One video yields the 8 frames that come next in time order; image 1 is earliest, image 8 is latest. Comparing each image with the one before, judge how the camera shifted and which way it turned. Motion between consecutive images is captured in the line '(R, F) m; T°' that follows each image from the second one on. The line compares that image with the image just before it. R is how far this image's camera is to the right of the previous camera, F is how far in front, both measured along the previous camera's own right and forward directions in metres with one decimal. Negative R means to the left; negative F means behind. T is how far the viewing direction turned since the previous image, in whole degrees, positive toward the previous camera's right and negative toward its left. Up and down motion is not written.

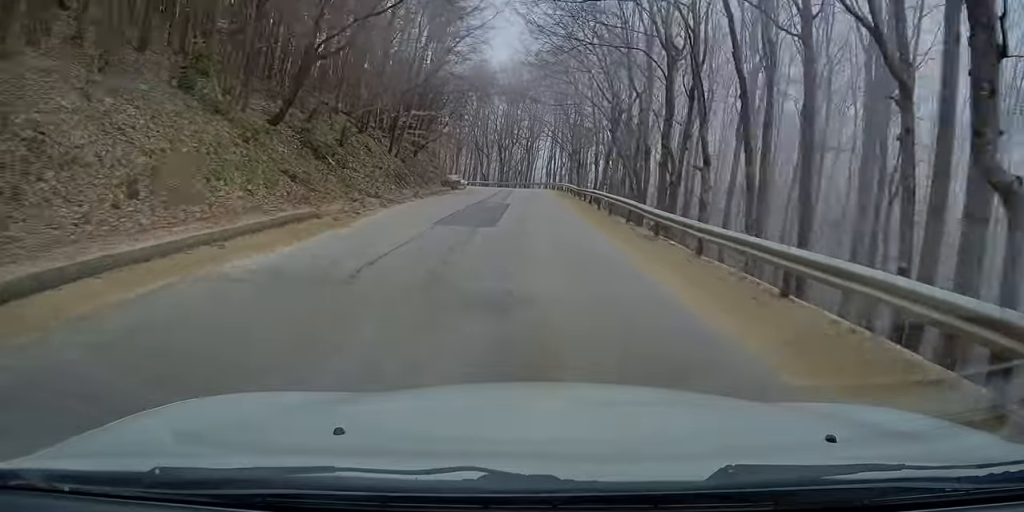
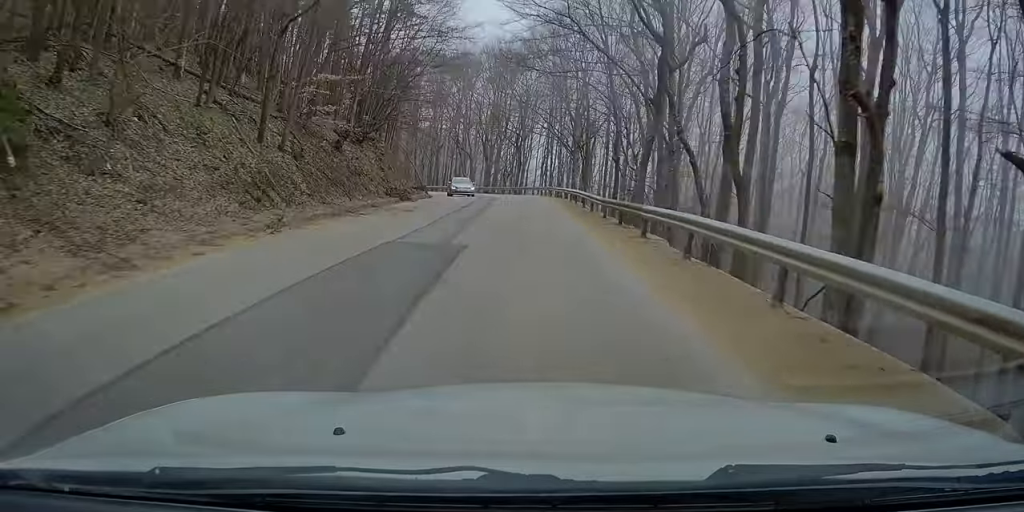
(+0.5, +15.3) m; +3°
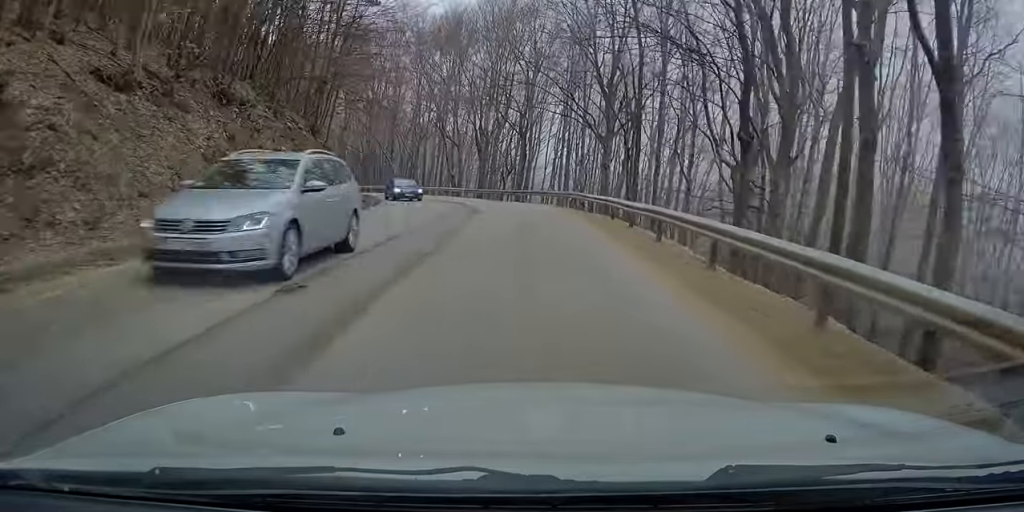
(+0.2, +19.2) m; +2°
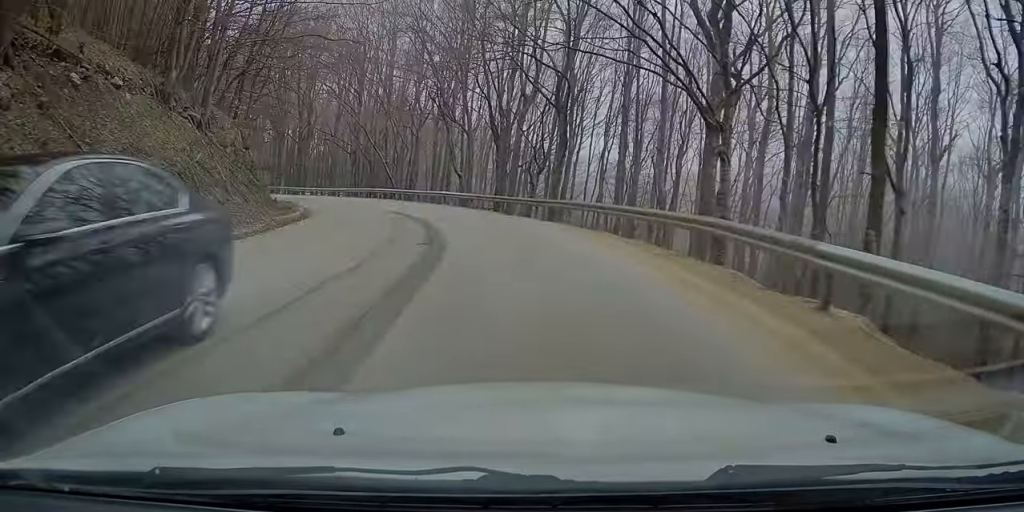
(+0.6, +17.7) m; +1°
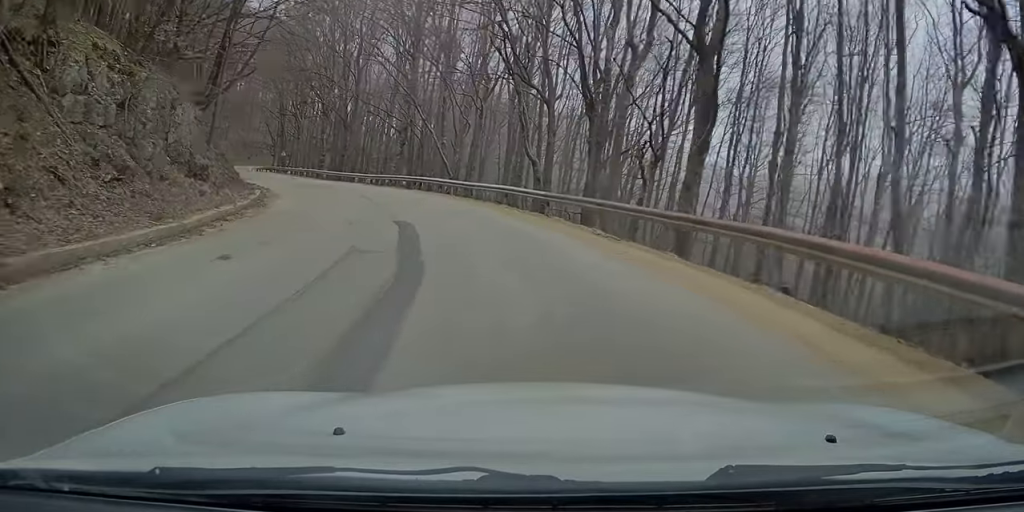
(-0.4, +12.7) m; -6°
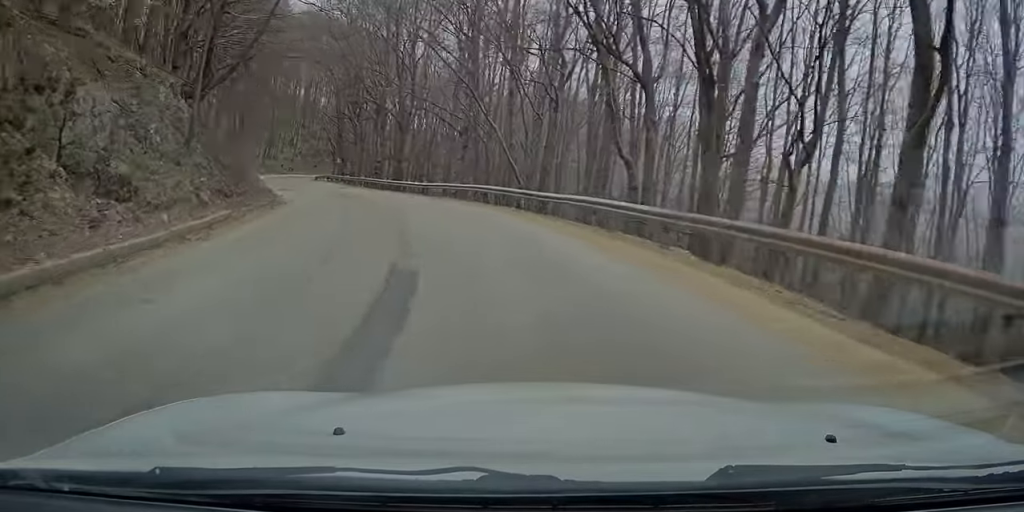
(-0.1, +7.3) m; -5°
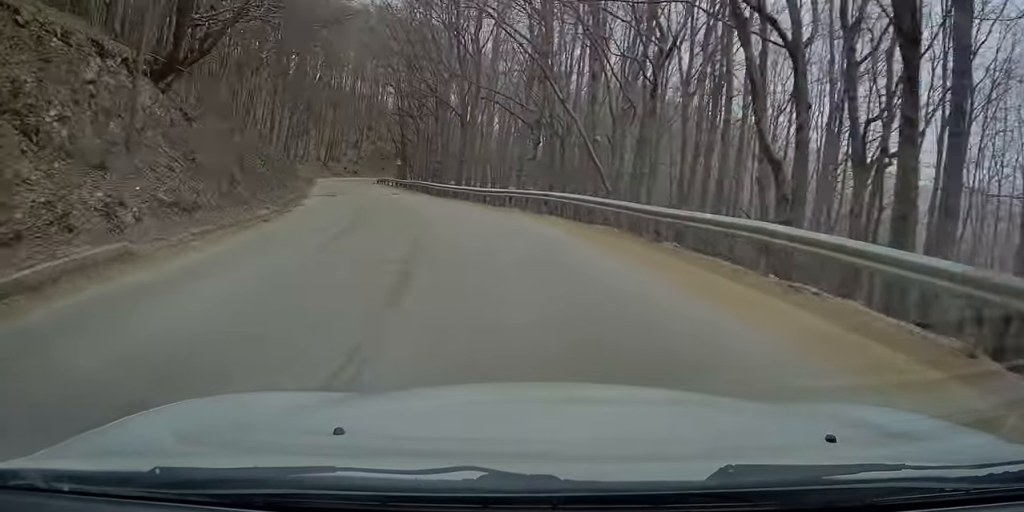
(-0.5, +6.8) m; -6°
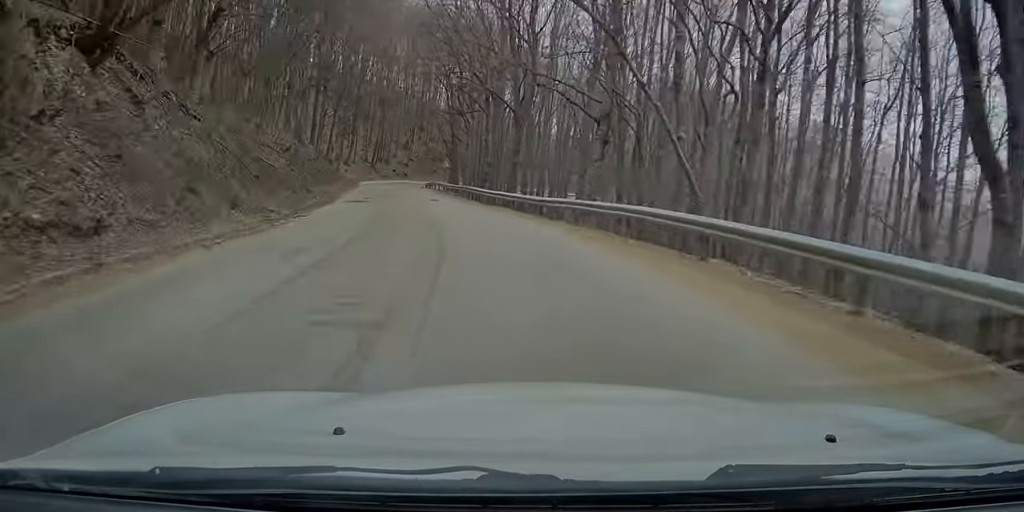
(-0.1, +5.6) m; -5°
